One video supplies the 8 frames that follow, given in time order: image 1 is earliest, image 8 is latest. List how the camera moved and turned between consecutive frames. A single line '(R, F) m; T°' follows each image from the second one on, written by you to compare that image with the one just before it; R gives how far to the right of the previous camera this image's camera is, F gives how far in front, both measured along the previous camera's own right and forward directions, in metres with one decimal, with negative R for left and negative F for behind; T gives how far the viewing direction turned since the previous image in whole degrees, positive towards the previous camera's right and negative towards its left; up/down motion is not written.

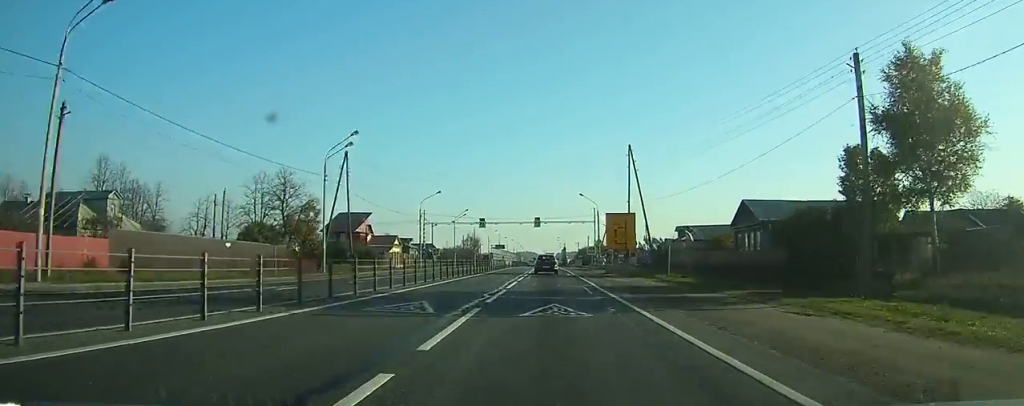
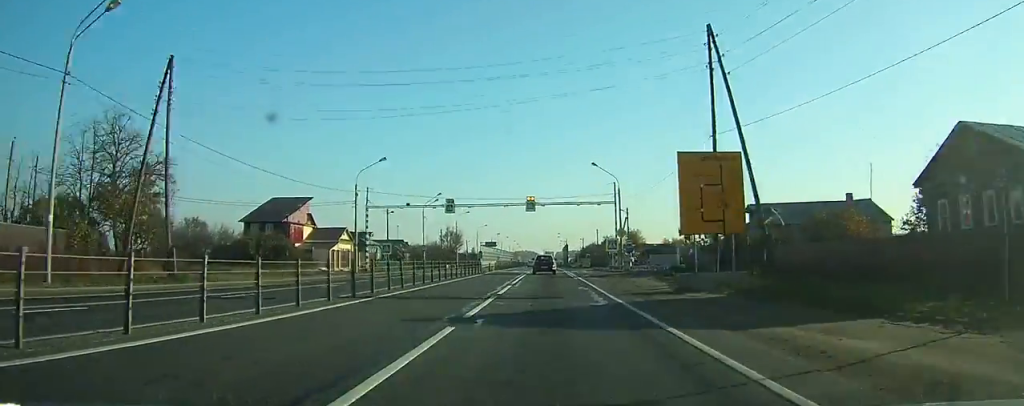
(+0.1, +28.1) m; 0°
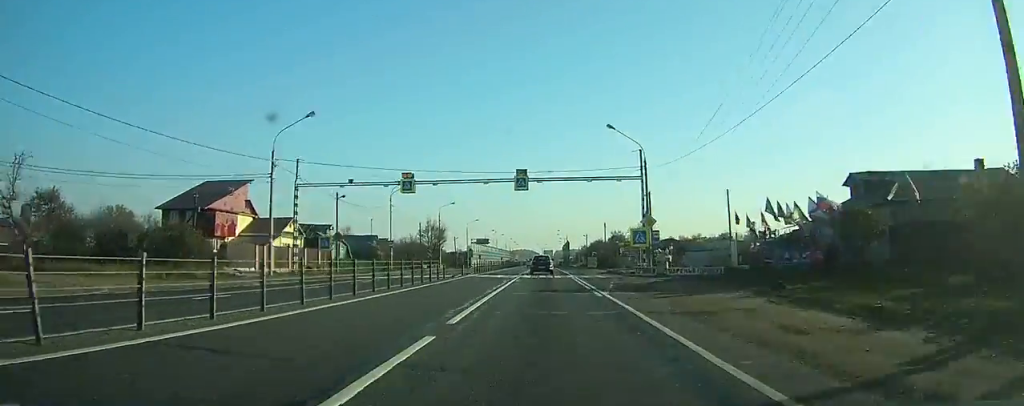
(+0.1, +17.6) m; 0°
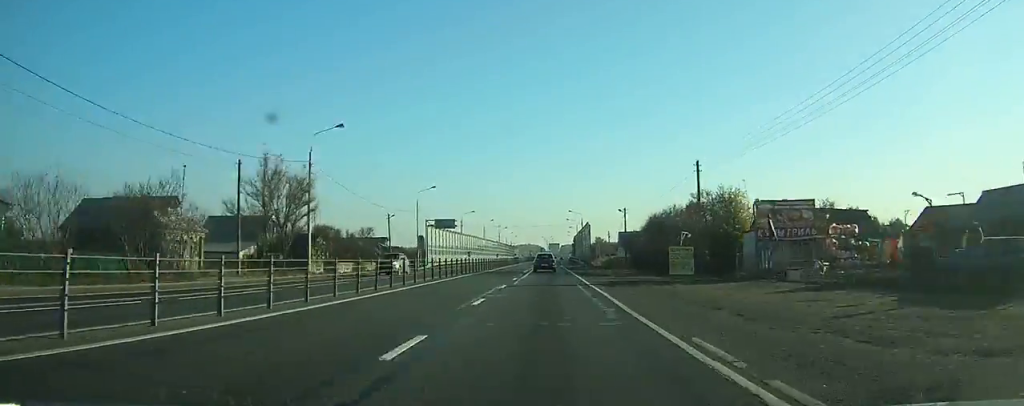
(0.0, +58.1) m; 0°
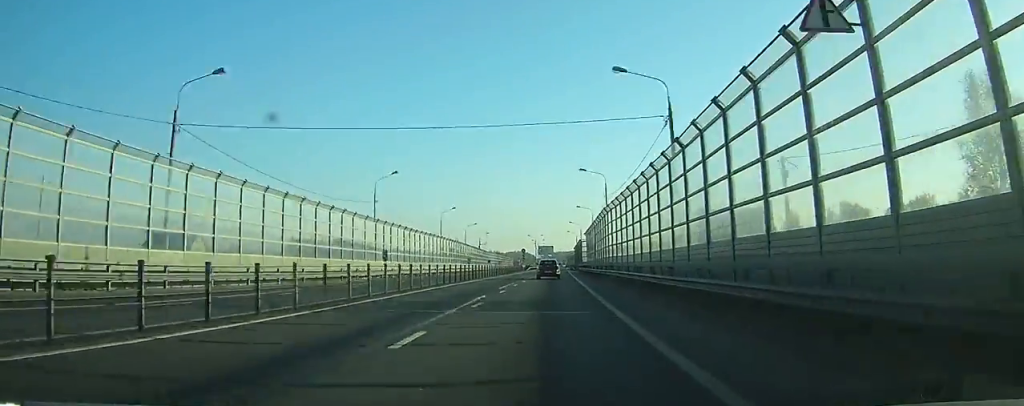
(-0.1, +94.5) m; 0°
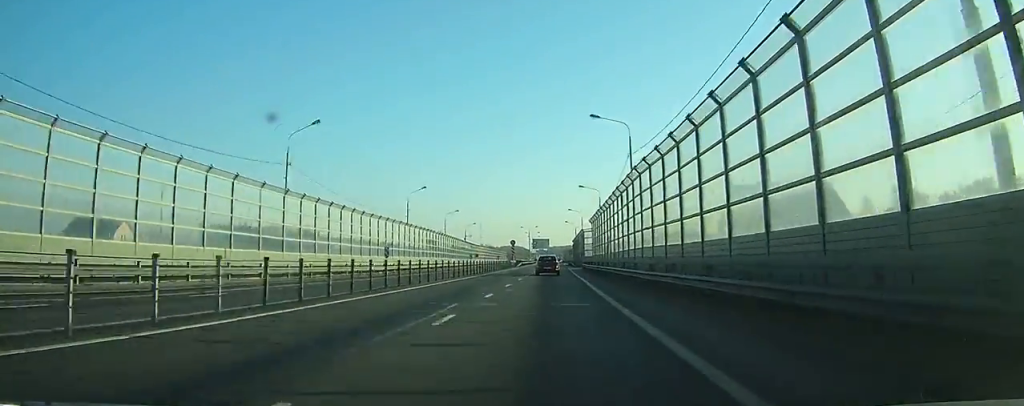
(0.0, +21.4) m; 0°
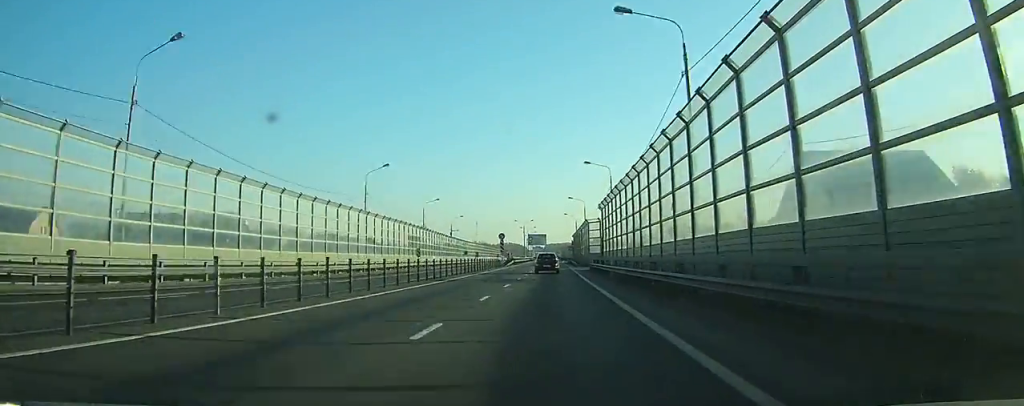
(0.0, +17.7) m; 0°
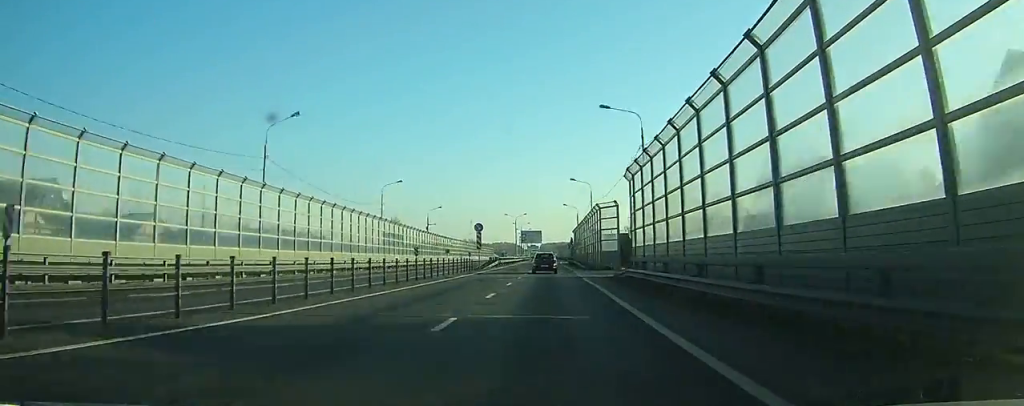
(+0.1, +22.9) m; 0°
